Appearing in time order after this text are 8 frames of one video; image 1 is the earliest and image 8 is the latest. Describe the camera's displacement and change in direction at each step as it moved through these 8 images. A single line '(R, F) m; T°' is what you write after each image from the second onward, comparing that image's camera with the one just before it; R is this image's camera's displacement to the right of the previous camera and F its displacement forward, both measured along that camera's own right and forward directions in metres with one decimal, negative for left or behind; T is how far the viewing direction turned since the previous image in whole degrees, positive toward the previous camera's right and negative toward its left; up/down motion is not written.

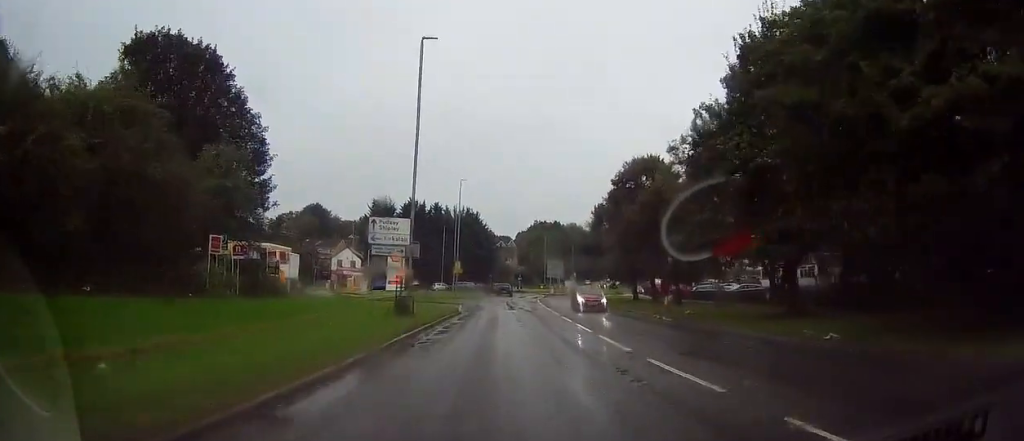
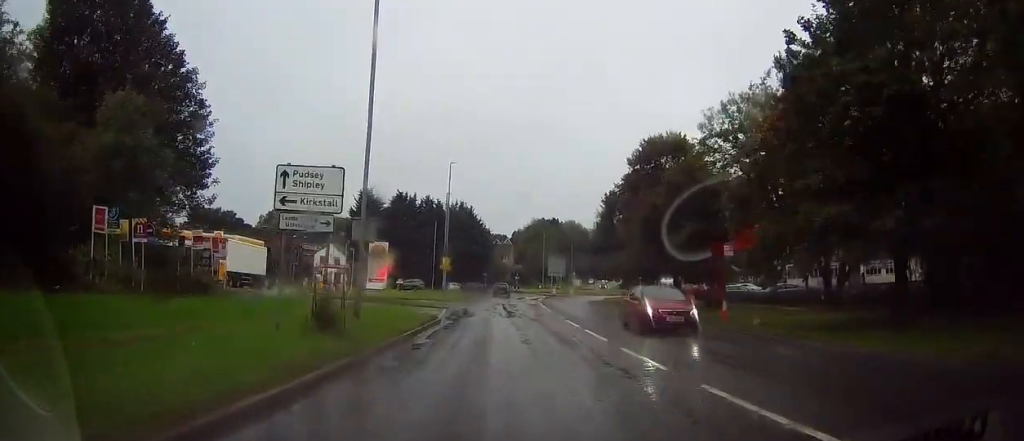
(+0.3, +9.6) m; 0°
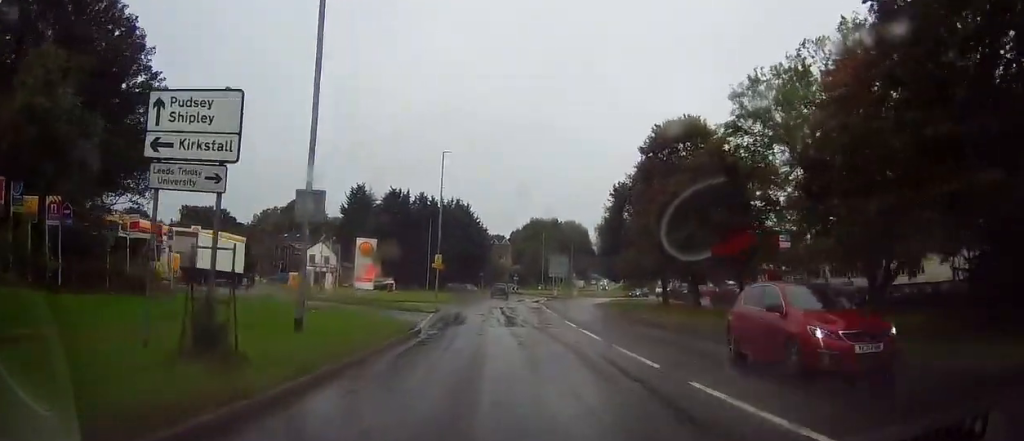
(-0.3, +5.6) m; 0°
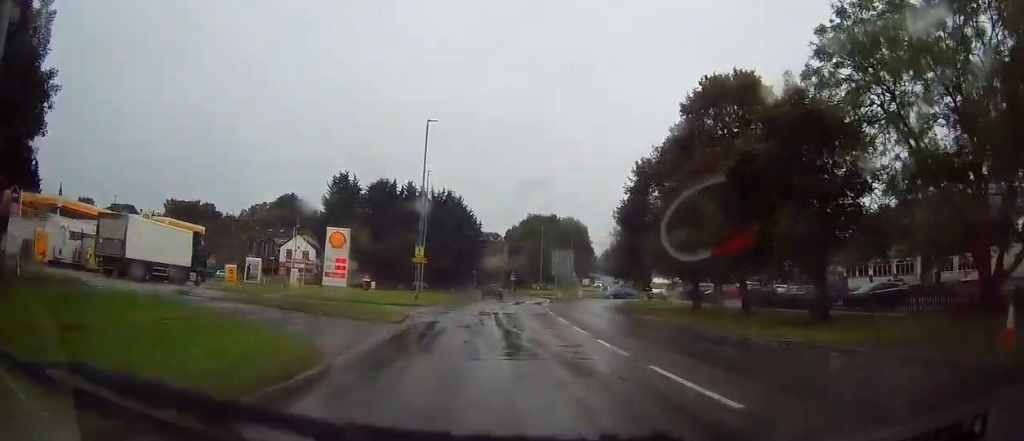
(0.0, +10.6) m; +1°
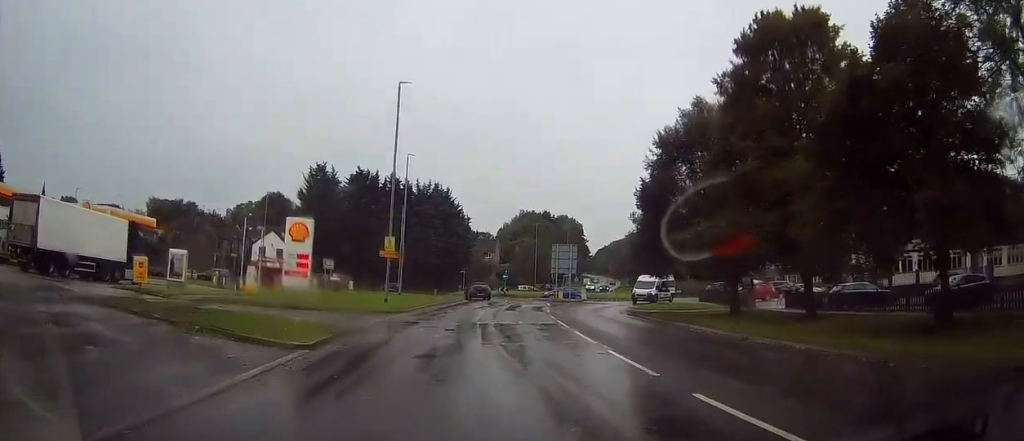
(+0.1, +9.4) m; 0°
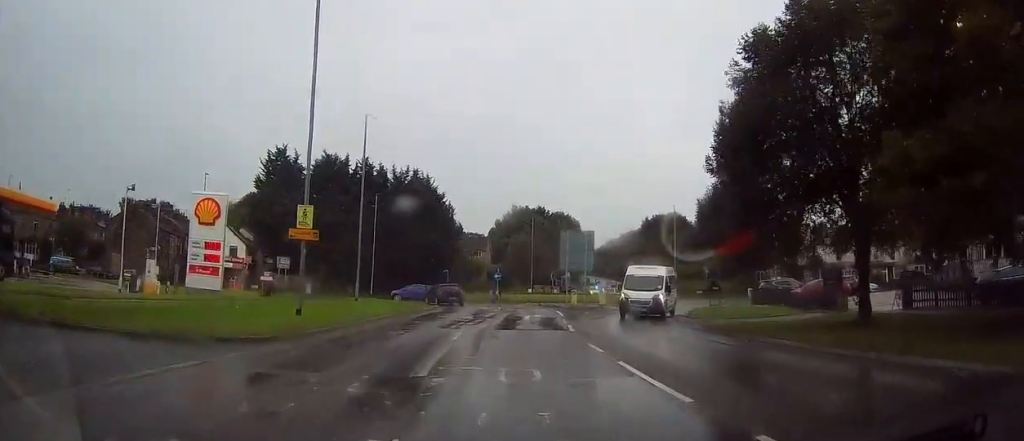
(-0.2, +15.3) m; -2°
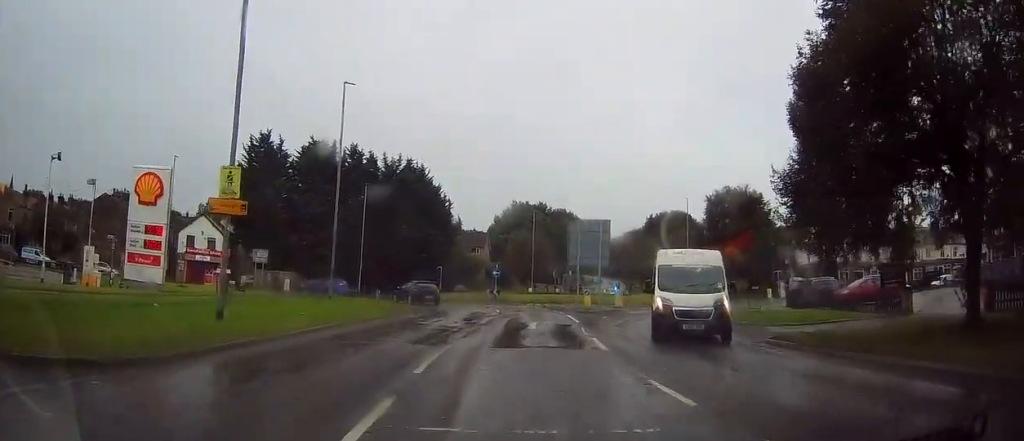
(-0.1, +6.6) m; +2°
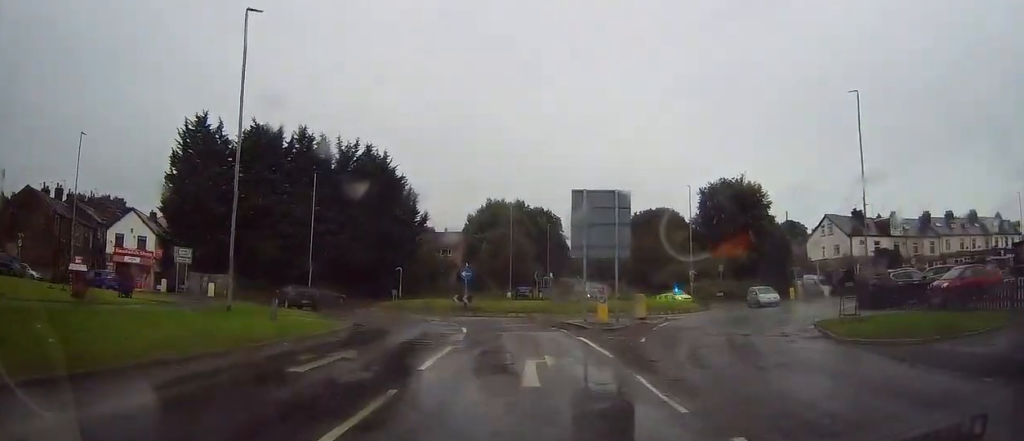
(+0.7, +12.1) m; +3°
